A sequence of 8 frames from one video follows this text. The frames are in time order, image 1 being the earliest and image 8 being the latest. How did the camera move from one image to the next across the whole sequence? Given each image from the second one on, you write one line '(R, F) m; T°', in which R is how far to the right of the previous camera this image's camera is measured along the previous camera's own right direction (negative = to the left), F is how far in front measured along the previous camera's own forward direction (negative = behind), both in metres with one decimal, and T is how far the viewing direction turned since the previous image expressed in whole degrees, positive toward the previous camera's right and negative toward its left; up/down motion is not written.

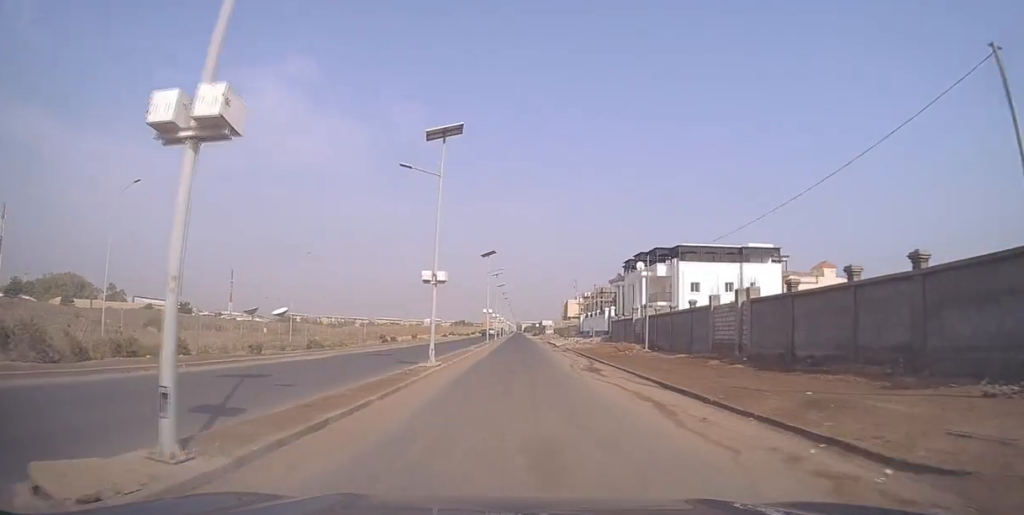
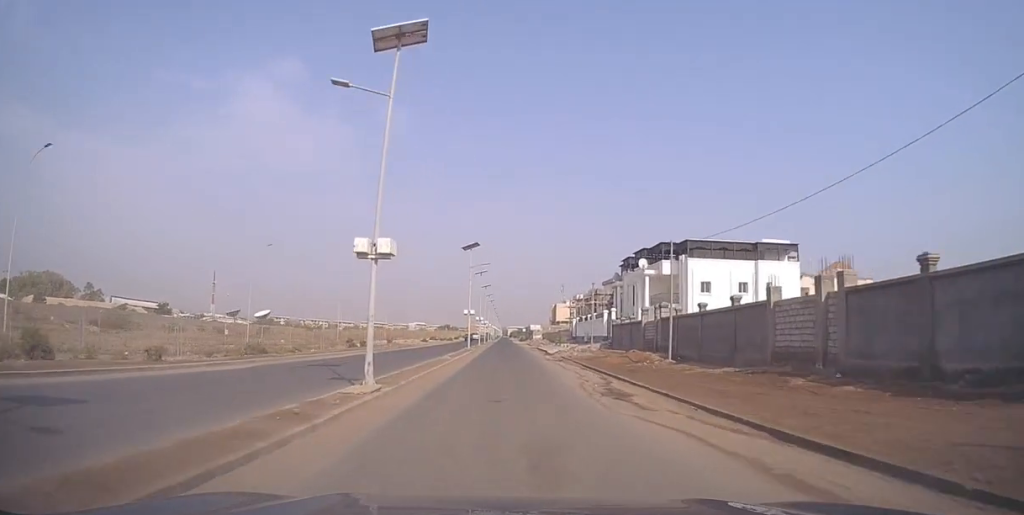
(+0.2, +8.2) m; +1°
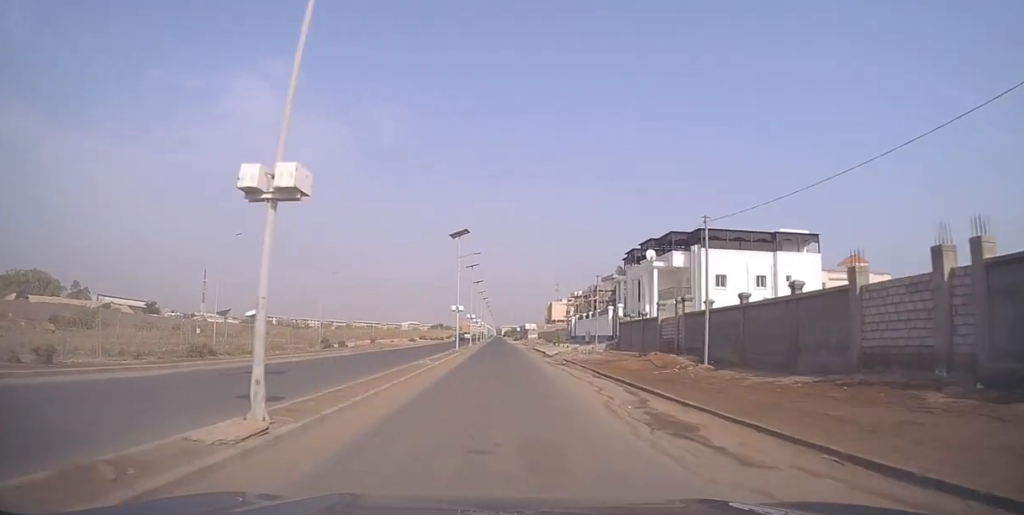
(0.0, +6.0) m; 0°
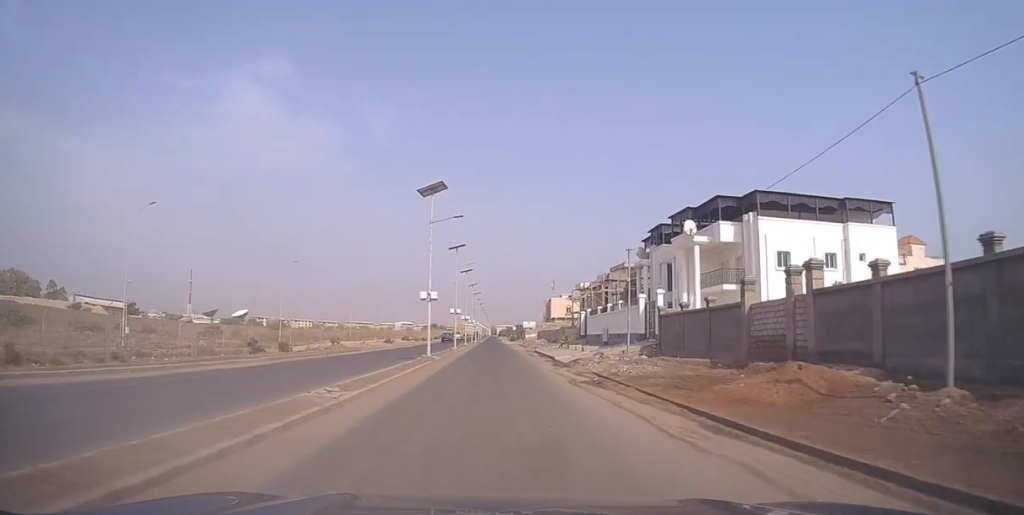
(0.0, +13.8) m; +1°
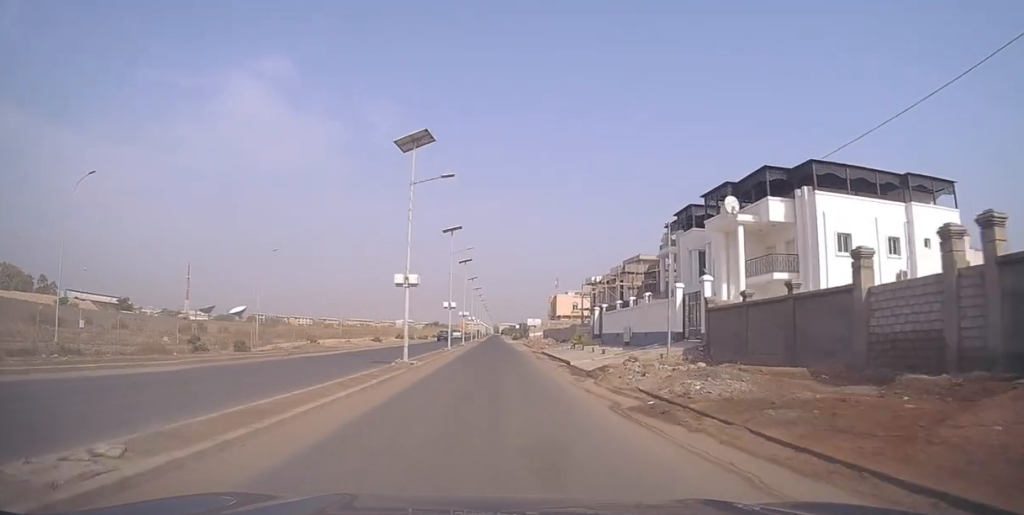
(-0.1, +7.8) m; +1°
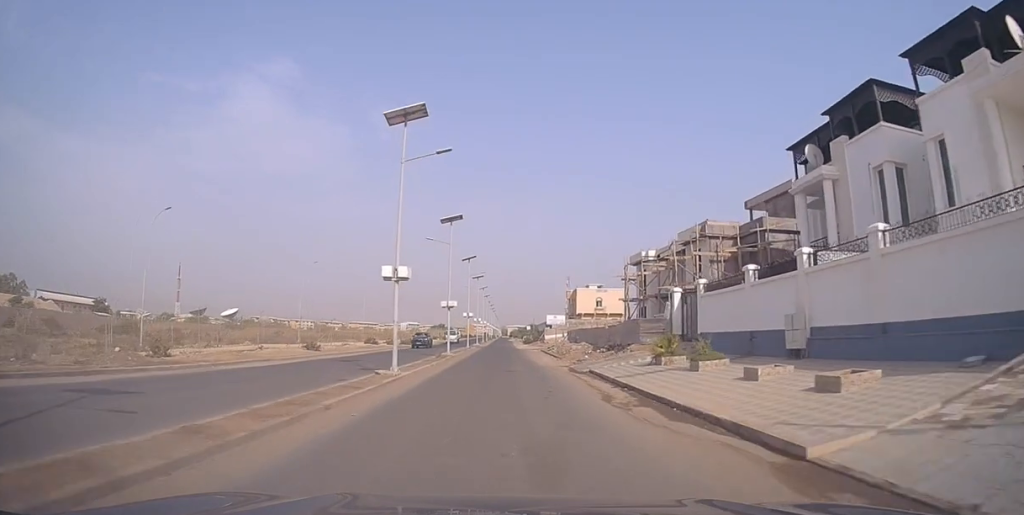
(+0.8, +24.8) m; +2°
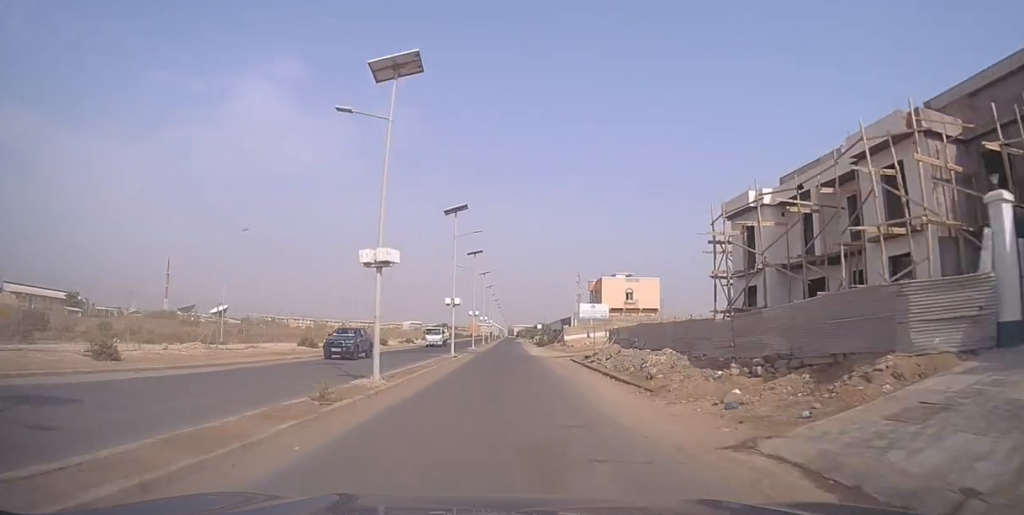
(0.0, +23.1) m; -1°
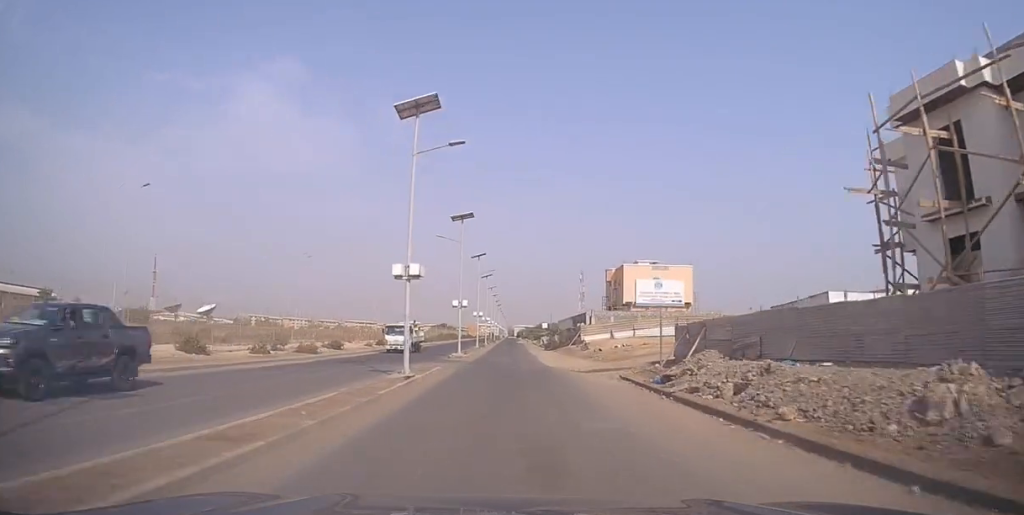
(-0.2, +16.8) m; -2°
